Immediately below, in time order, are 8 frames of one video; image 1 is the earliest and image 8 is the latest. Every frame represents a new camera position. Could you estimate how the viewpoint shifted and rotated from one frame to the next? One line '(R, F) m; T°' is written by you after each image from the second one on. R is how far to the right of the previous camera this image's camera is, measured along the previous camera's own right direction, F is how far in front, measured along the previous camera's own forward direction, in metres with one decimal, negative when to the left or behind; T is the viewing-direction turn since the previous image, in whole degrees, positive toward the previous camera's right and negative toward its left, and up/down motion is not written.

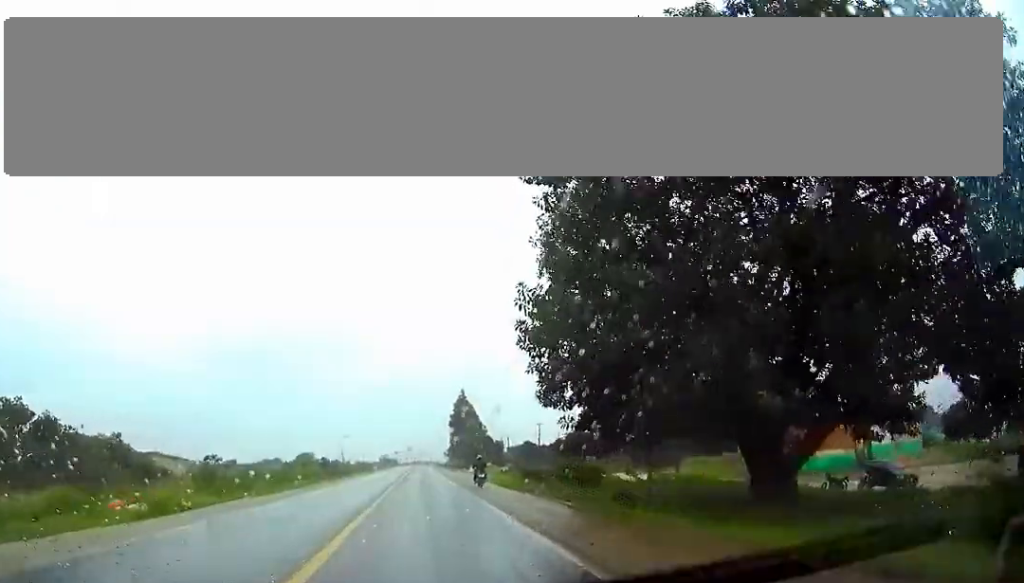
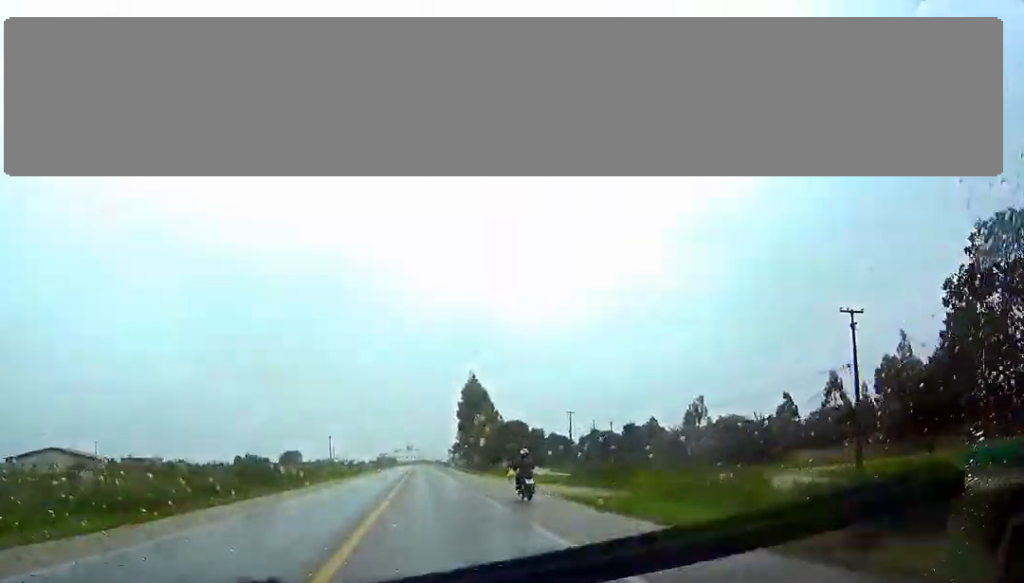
(+0.2, +39.1) m; +1°
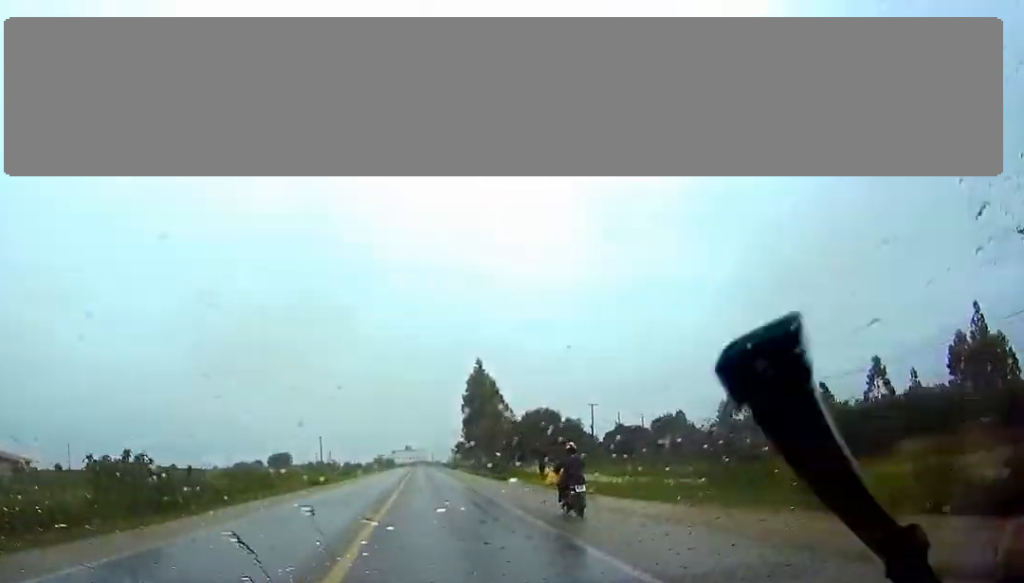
(0.0, +20.3) m; 0°
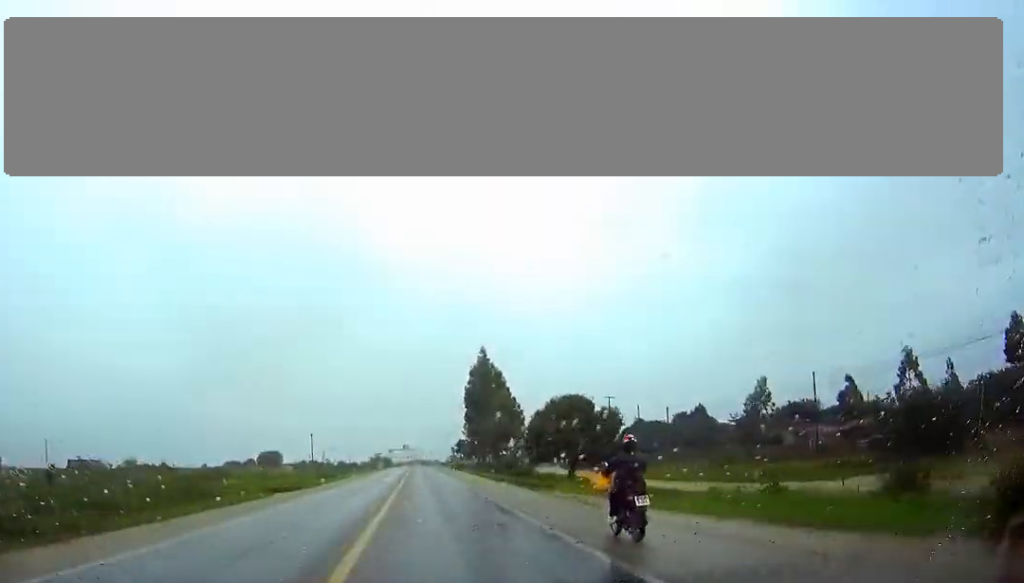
(0.0, +13.5) m; 0°
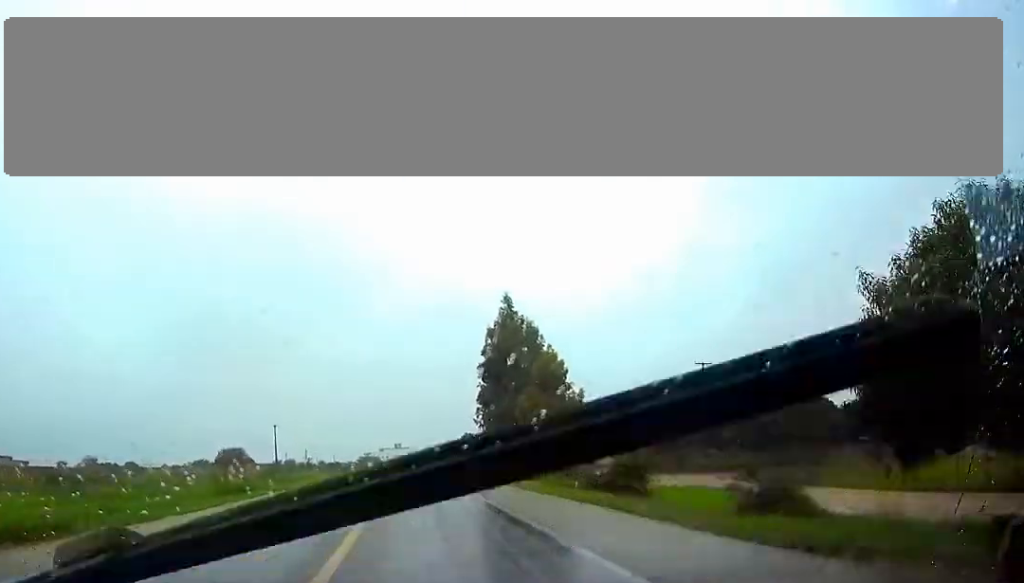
(+0.2, +43.2) m; +1°
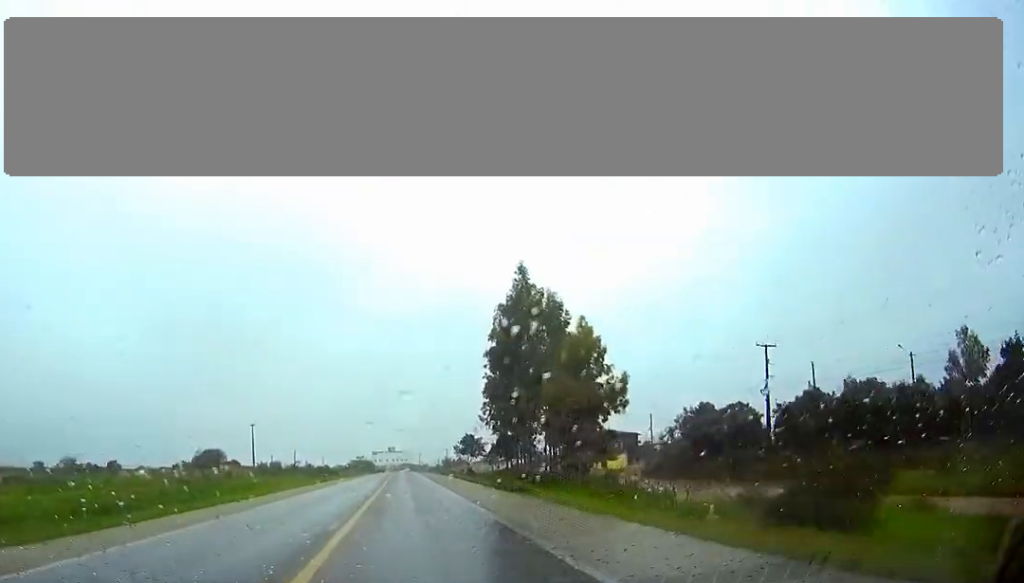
(+0.1, +16.4) m; 0°
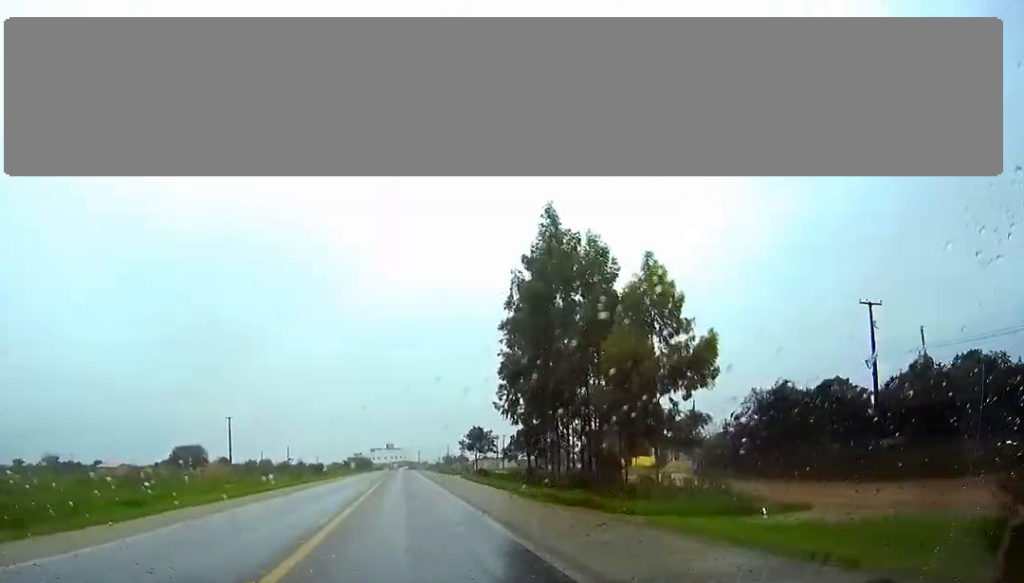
(0.0, +17.1) m; 0°
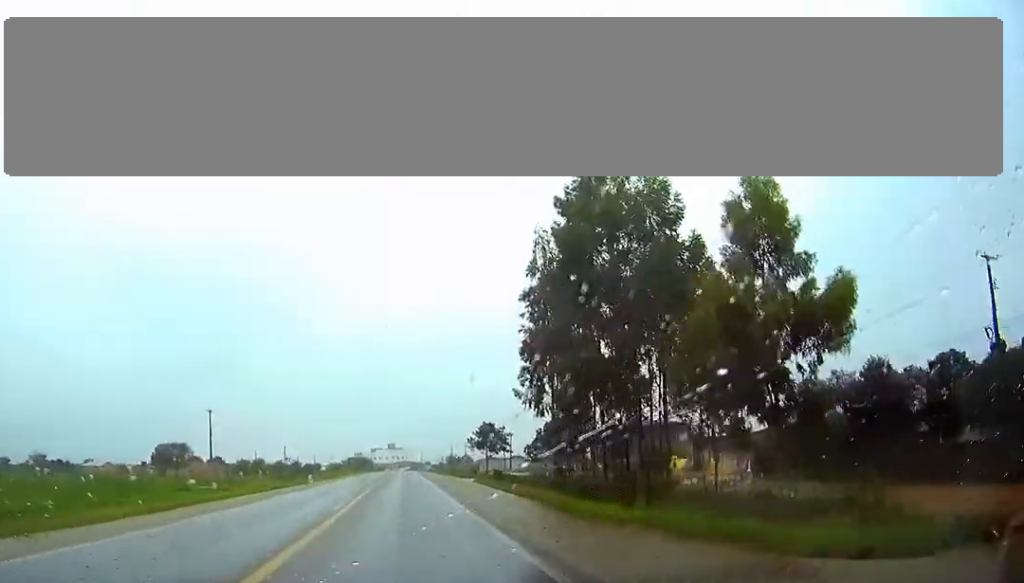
(0.0, +13.0) m; 0°
